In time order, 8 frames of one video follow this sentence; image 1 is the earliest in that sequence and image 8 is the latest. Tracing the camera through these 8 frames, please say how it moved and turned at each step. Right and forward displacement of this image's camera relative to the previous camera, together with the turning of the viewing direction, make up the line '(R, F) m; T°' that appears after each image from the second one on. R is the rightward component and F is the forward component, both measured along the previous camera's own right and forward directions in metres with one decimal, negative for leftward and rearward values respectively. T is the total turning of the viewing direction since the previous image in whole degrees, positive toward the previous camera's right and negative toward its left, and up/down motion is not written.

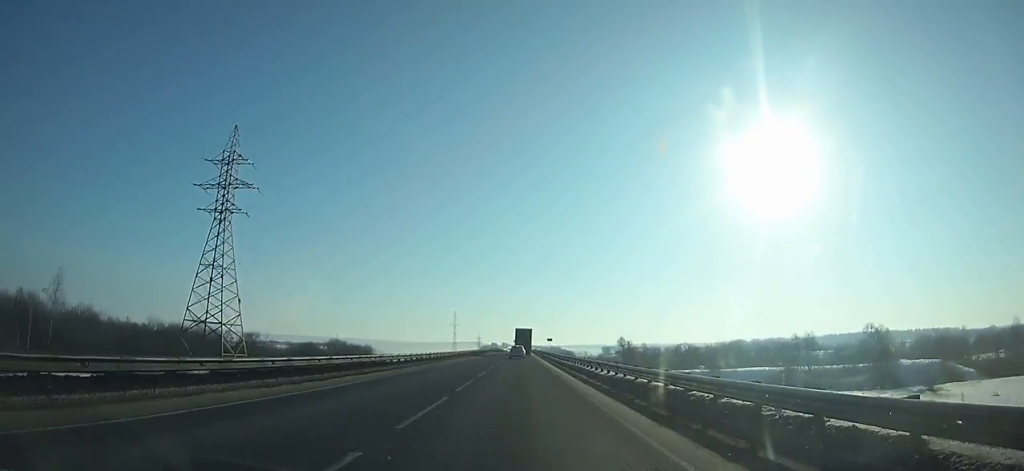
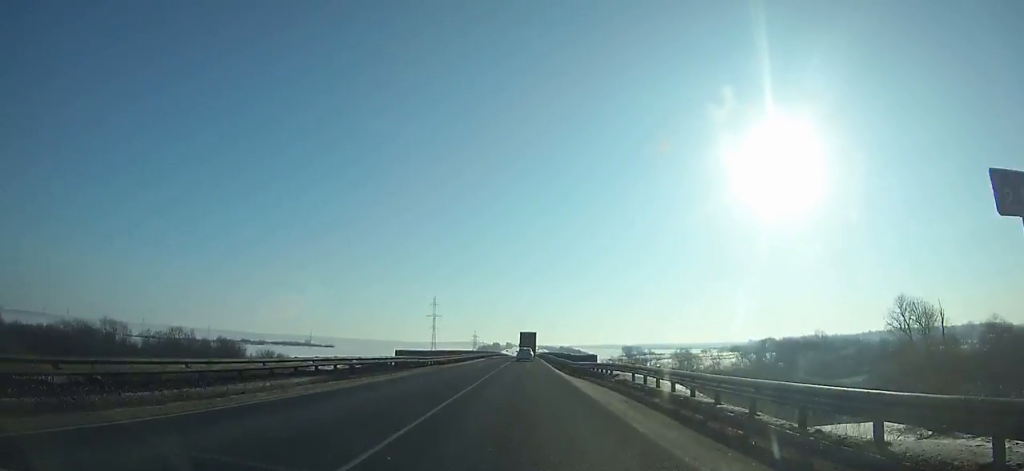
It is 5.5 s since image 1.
(-0.5, +120.4) m; 0°
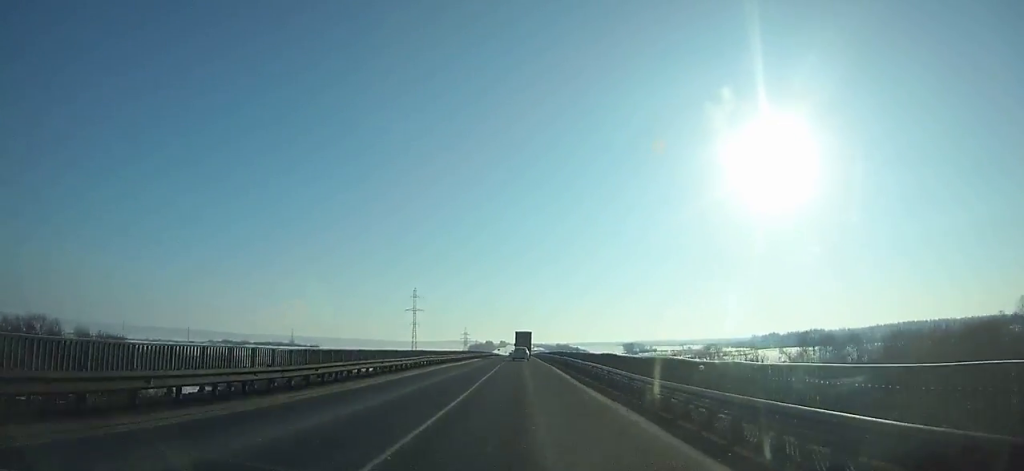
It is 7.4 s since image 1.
(+0.2, +41.3) m; 0°
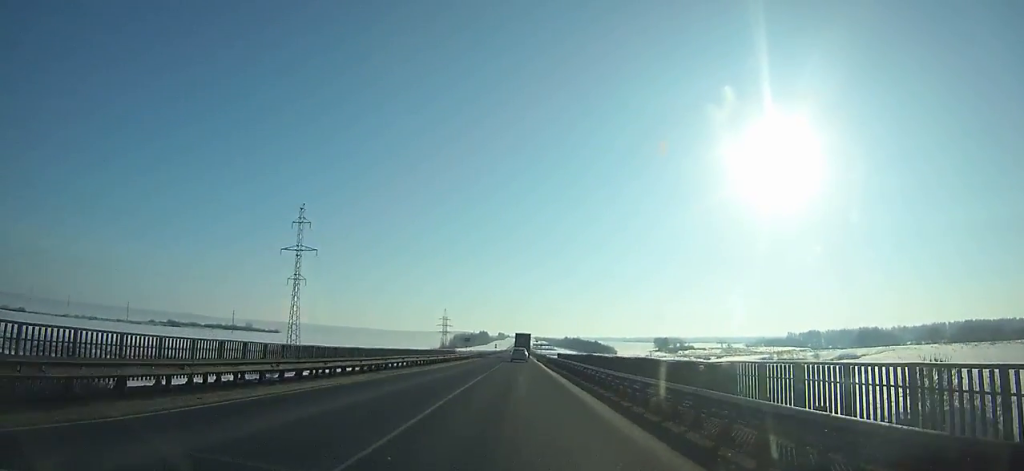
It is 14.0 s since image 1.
(-0.8, +144.3) m; 0°
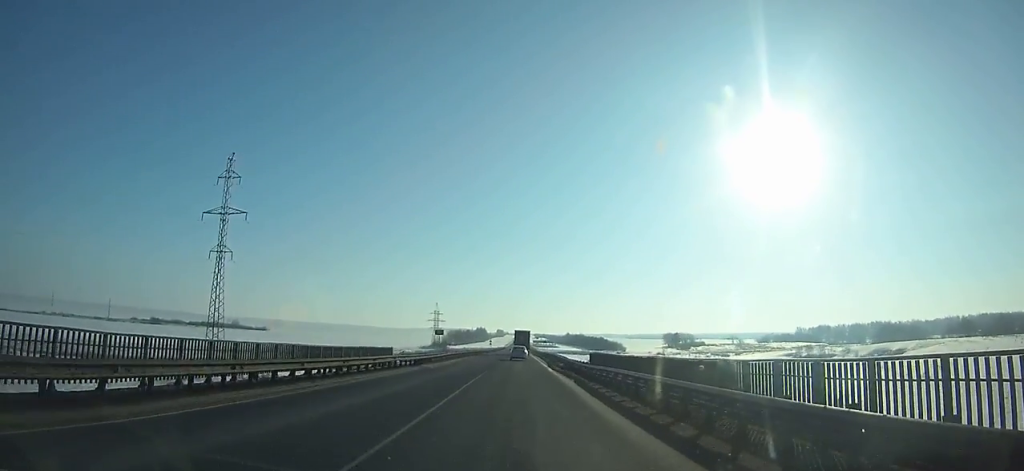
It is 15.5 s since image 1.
(0.0, +33.2) m; 0°
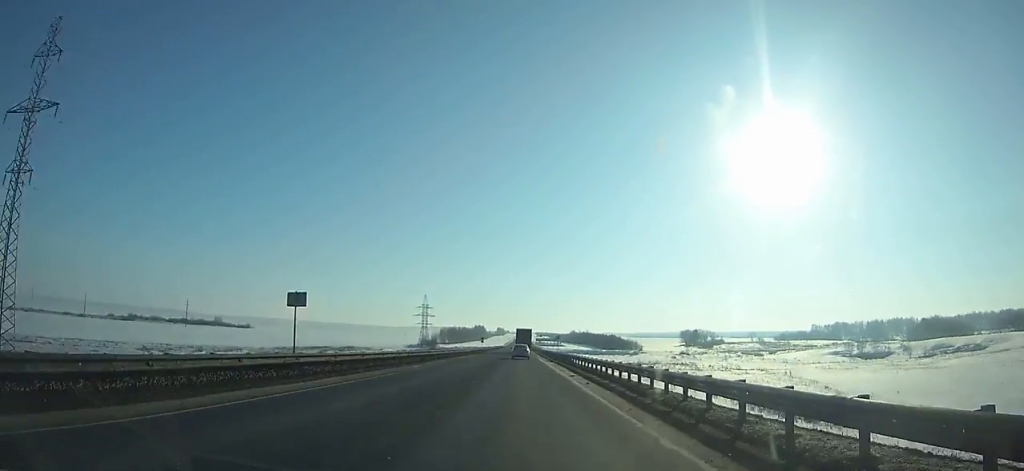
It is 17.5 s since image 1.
(-0.1, +44.4) m; 0°
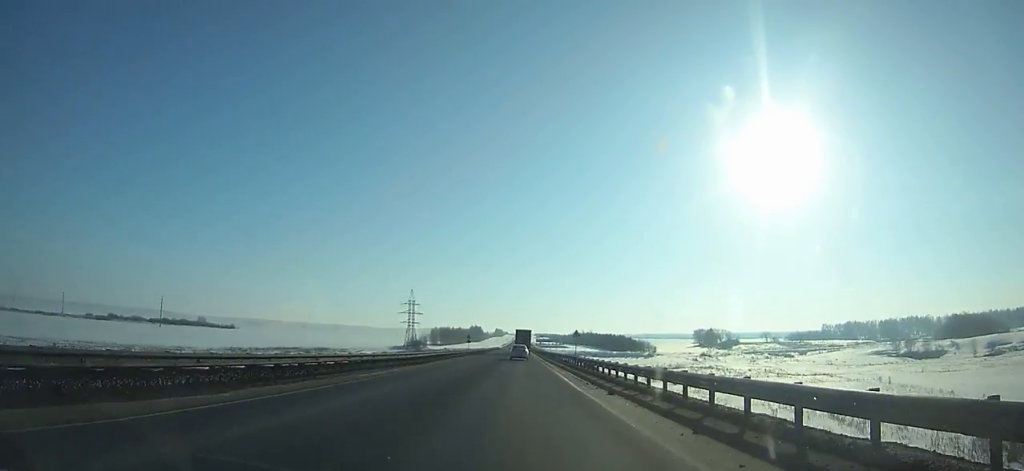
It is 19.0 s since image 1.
(+0.2, +33.5) m; 0°
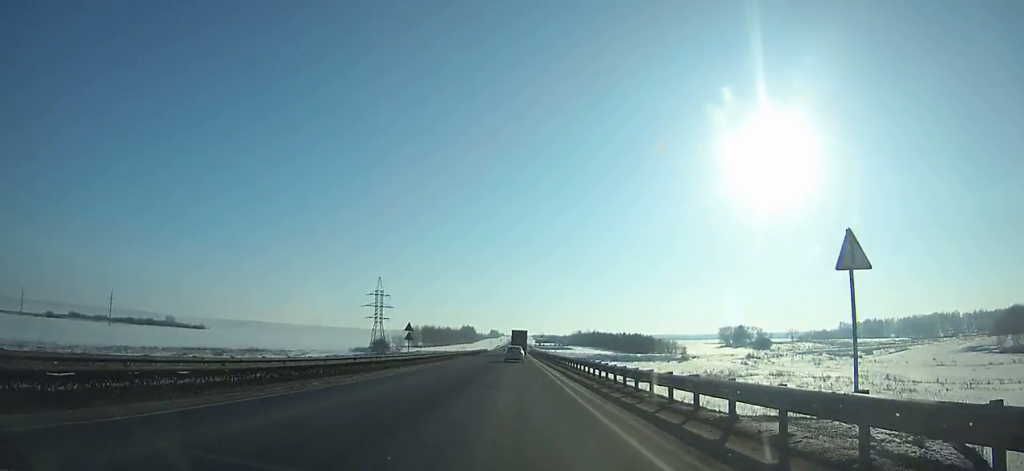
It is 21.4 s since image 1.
(+0.2, +53.5) m; 0°
